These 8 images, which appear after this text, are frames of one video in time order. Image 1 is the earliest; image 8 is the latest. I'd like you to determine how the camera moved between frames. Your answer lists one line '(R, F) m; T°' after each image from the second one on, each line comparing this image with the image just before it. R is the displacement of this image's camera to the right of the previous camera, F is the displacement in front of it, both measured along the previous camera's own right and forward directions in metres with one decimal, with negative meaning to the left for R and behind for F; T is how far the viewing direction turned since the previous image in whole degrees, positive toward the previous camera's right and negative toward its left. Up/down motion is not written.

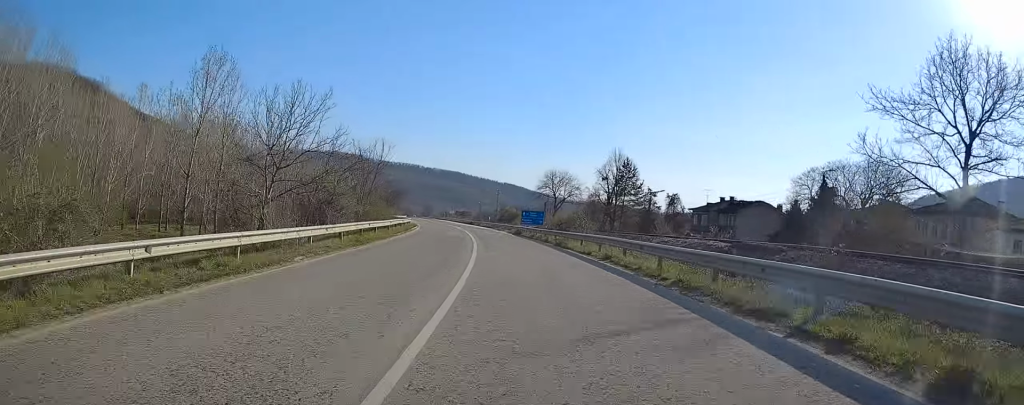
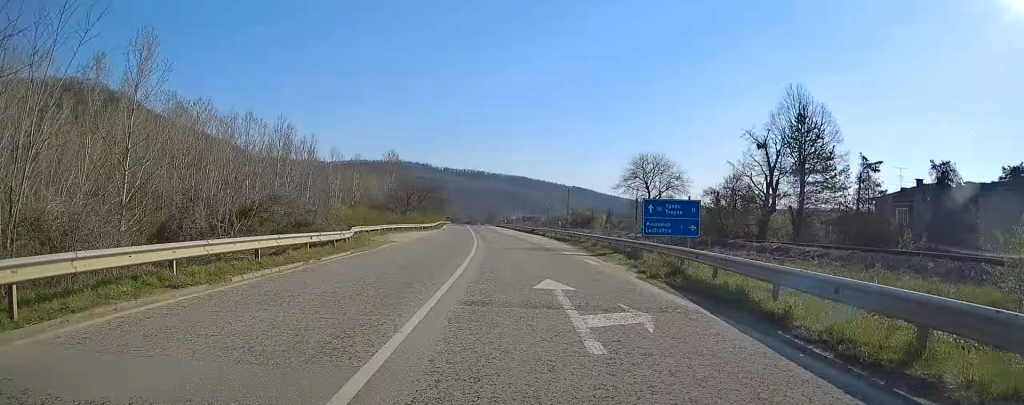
(-2.6, +41.7) m; -7°
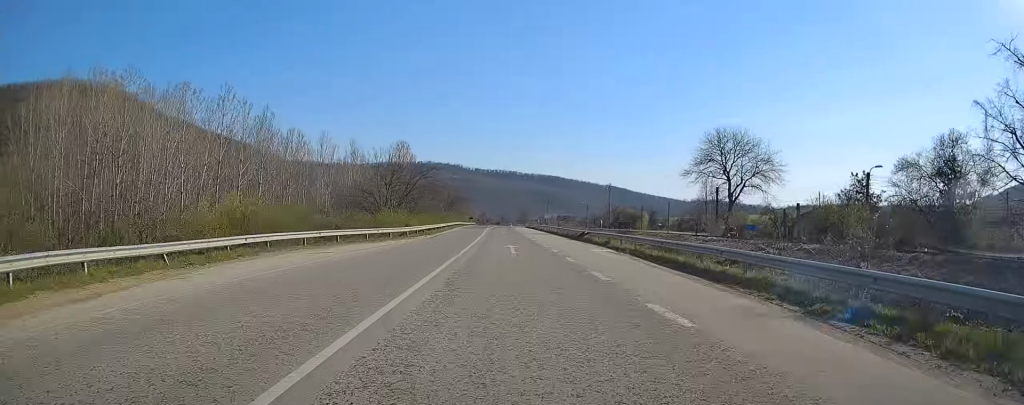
(-1.0, +29.4) m; -3°
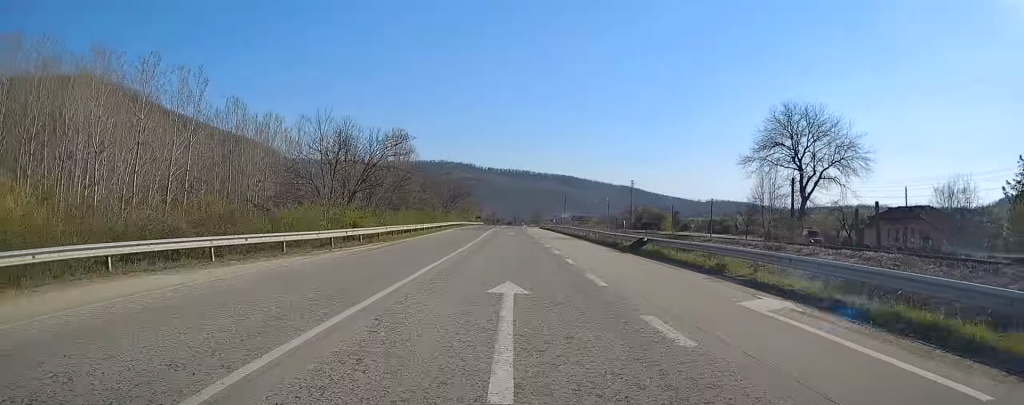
(0.0, +19.3) m; -1°
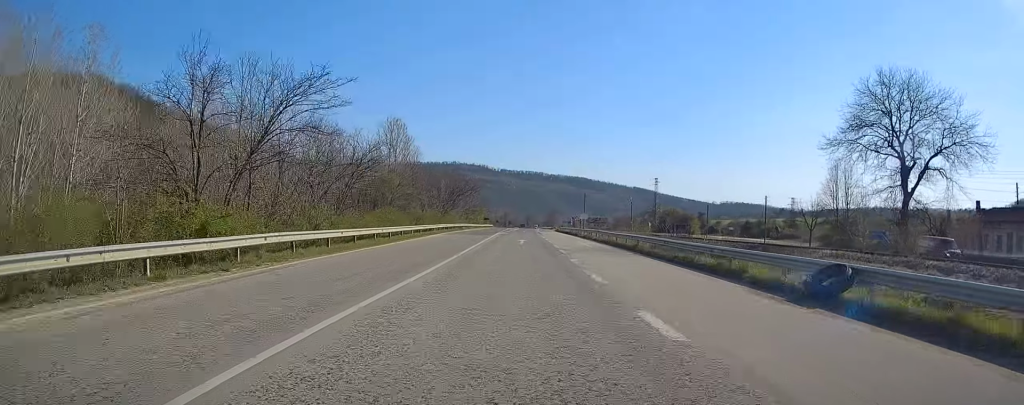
(-0.2, +17.4) m; -1°
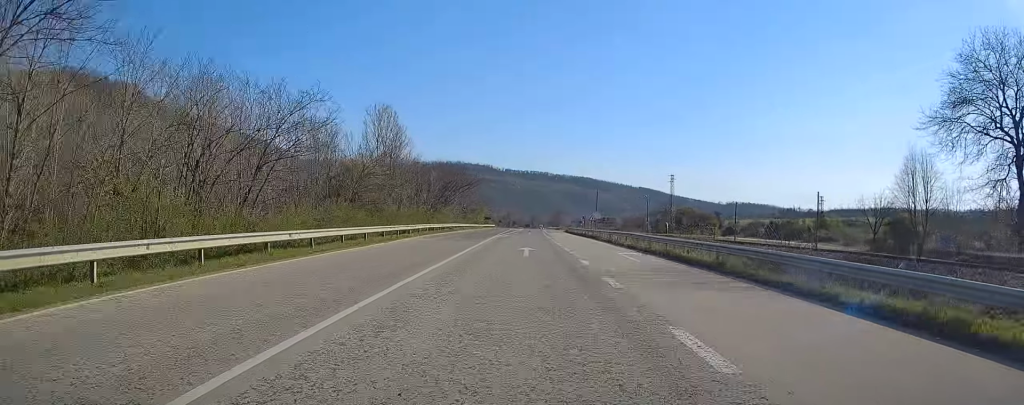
(-0.1, +13.6) m; -1°
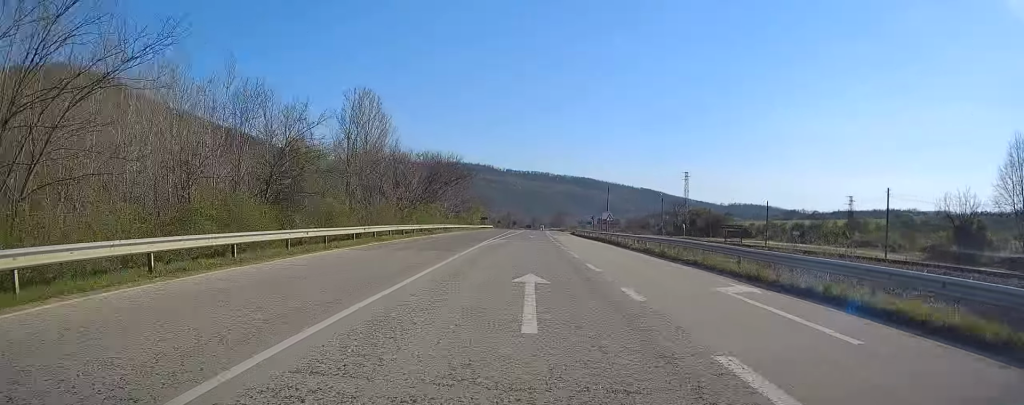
(-0.2, +13.8) m; 0°
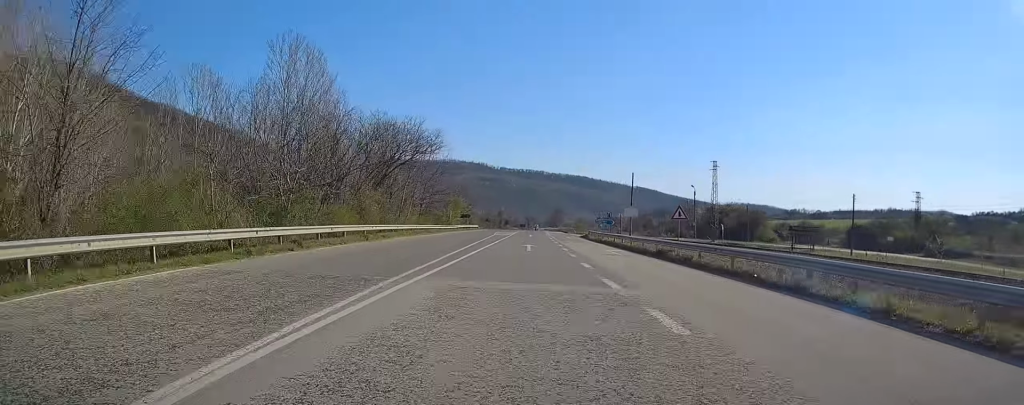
(+0.1, +27.0) m; 0°
